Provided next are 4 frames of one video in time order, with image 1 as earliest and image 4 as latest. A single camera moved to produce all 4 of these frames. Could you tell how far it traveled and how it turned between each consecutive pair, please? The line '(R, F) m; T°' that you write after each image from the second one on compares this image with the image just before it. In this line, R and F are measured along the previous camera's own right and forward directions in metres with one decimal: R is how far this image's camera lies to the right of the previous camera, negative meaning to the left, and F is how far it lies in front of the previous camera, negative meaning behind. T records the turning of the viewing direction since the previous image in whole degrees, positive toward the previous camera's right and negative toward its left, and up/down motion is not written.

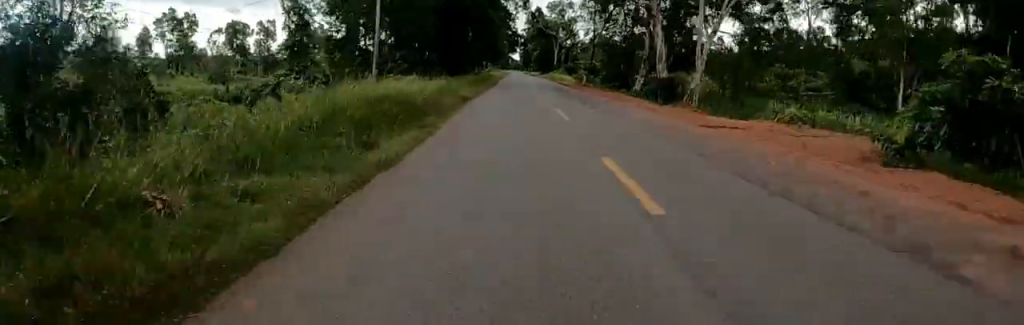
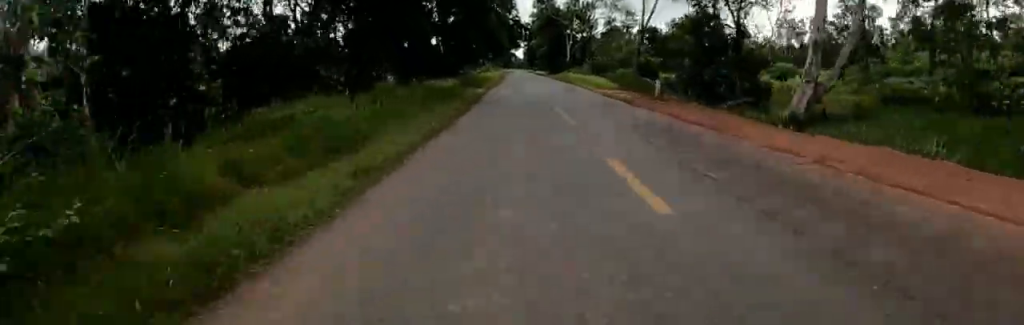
(0.0, +24.0) m; 0°
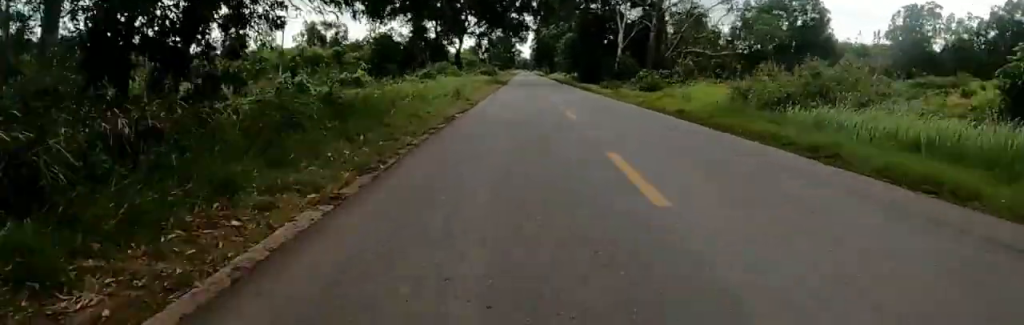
(+2.9, +49.1) m; 0°
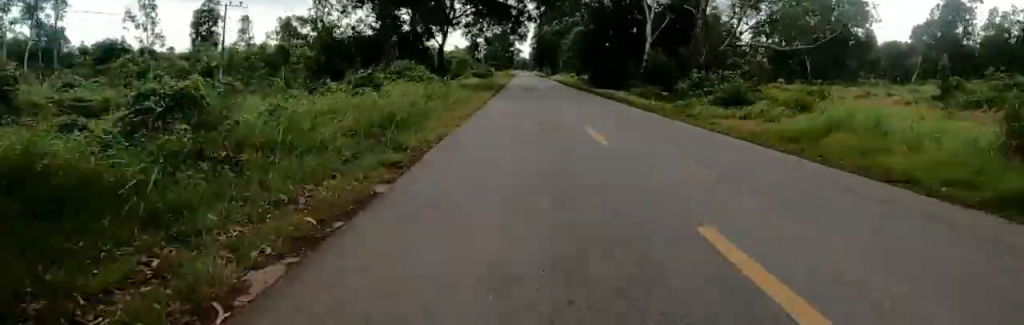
(-0.1, +11.6) m; 0°
